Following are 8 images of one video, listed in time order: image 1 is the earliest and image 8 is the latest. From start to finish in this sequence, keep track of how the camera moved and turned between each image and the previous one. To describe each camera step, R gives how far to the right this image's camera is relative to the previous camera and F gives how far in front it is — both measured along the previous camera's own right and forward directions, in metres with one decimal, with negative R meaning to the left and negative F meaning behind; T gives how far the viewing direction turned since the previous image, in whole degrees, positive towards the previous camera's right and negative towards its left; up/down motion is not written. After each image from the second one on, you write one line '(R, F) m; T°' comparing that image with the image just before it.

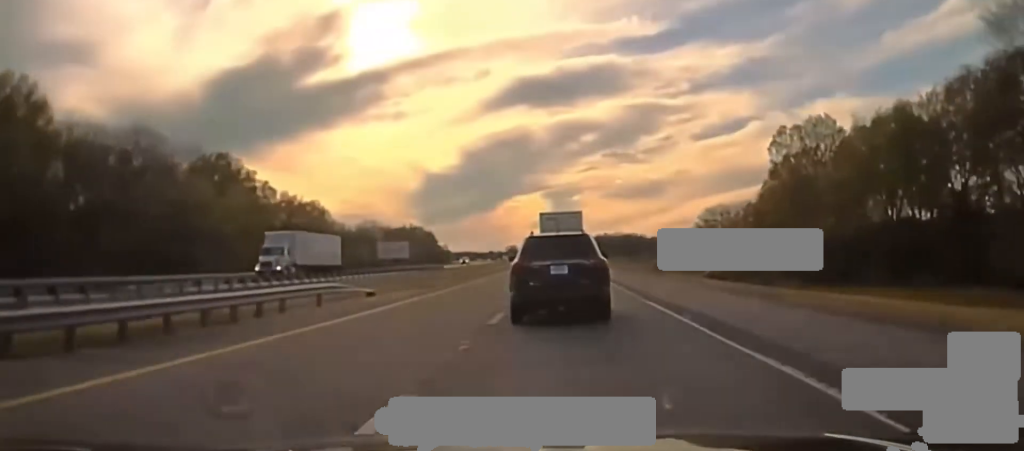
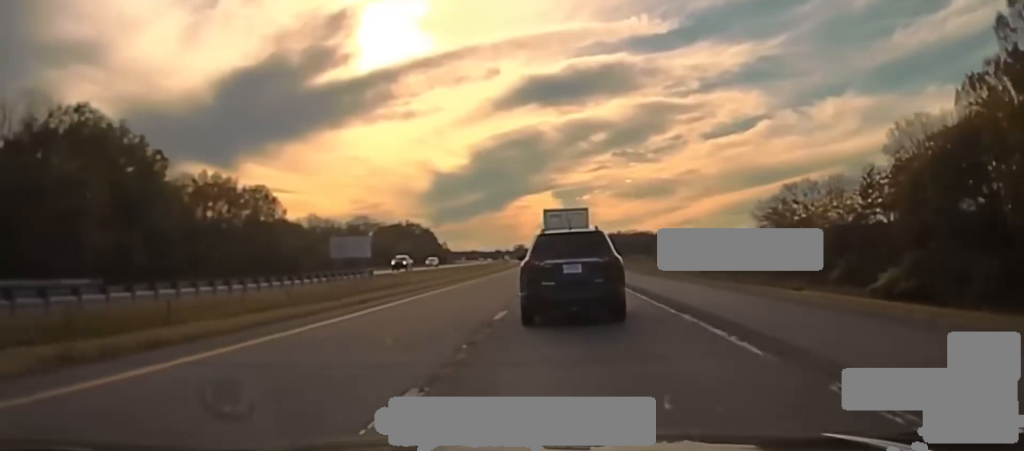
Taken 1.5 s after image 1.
(-0.3, +49.1) m; -1°
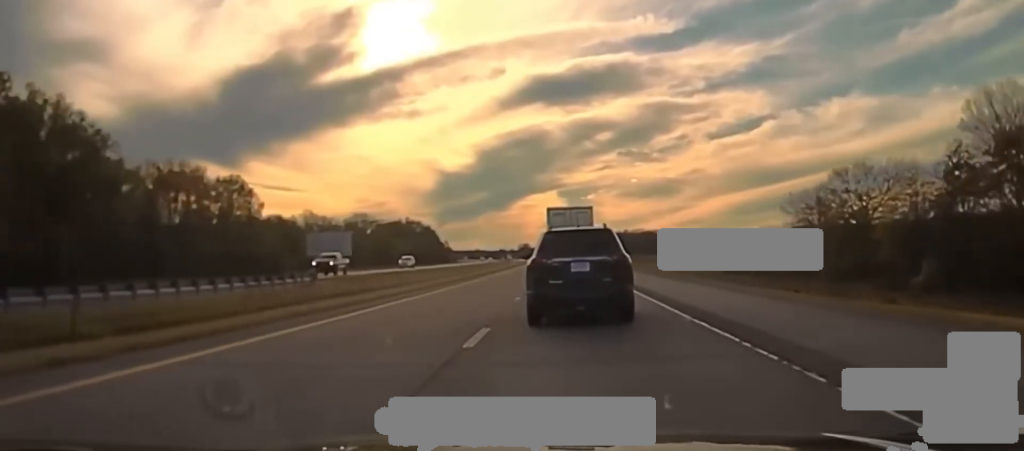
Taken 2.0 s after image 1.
(0.0, +15.5) m; 0°
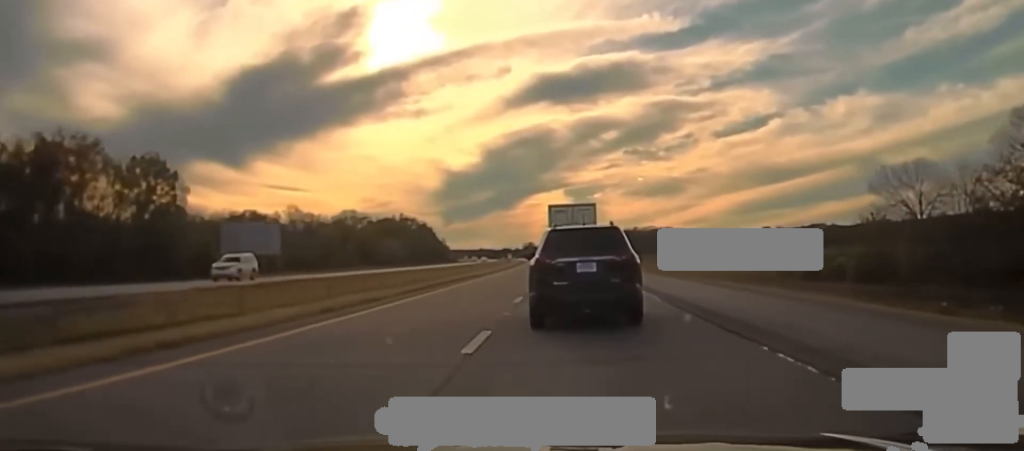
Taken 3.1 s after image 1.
(+0.1, +32.5) m; -1°
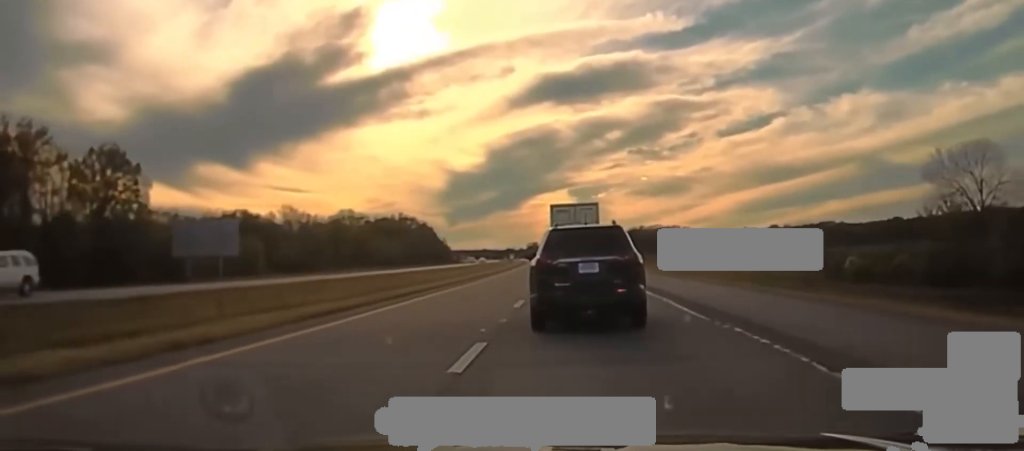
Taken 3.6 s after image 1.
(-0.2, +12.9) m; 0°
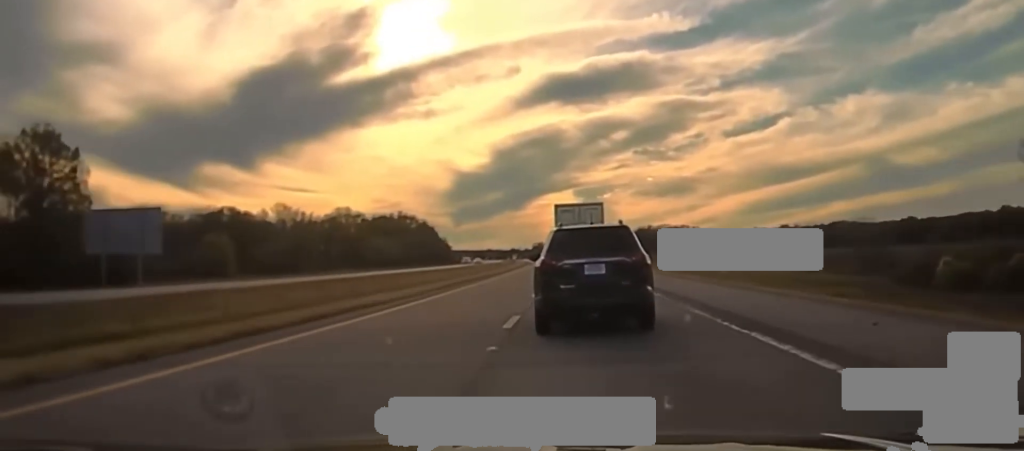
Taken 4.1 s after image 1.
(-0.2, +16.9) m; -1°
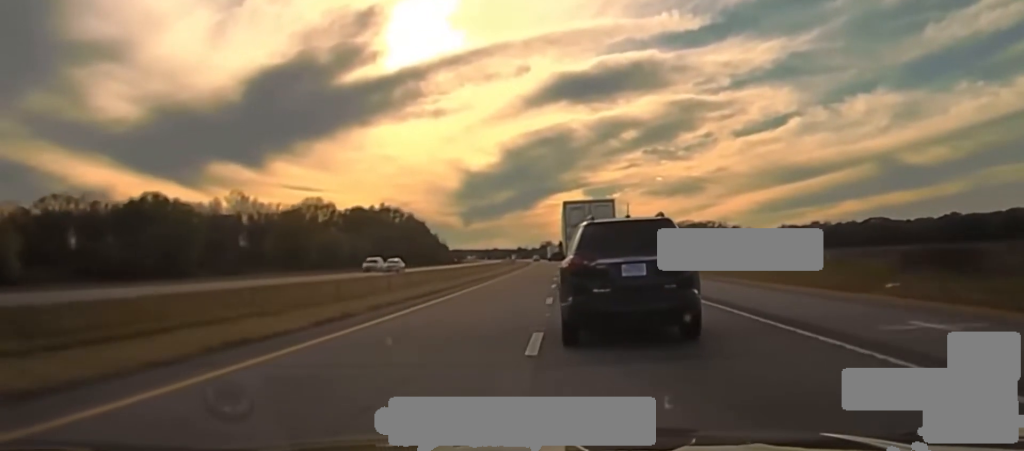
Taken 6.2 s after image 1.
(-0.2, +63.9) m; -1°
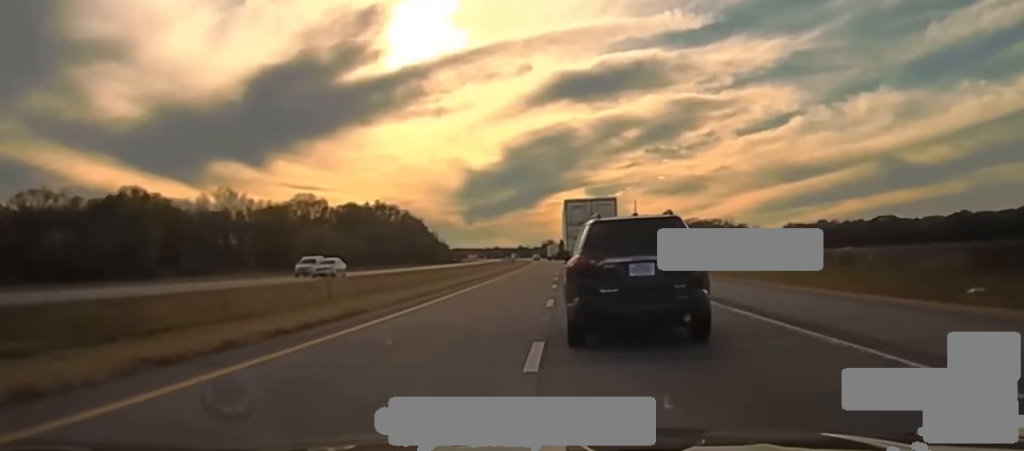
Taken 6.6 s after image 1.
(-0.1, +14.1) m; 0°
